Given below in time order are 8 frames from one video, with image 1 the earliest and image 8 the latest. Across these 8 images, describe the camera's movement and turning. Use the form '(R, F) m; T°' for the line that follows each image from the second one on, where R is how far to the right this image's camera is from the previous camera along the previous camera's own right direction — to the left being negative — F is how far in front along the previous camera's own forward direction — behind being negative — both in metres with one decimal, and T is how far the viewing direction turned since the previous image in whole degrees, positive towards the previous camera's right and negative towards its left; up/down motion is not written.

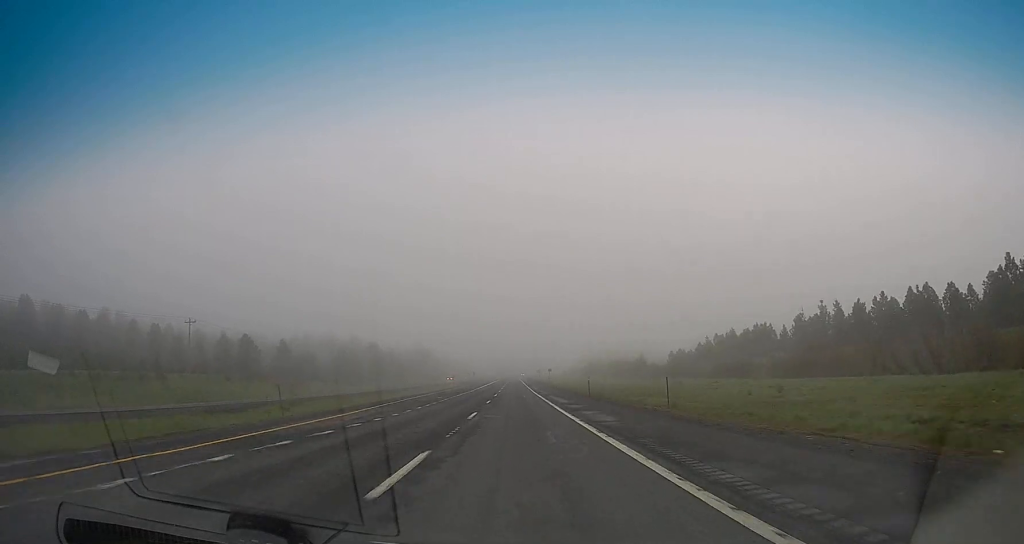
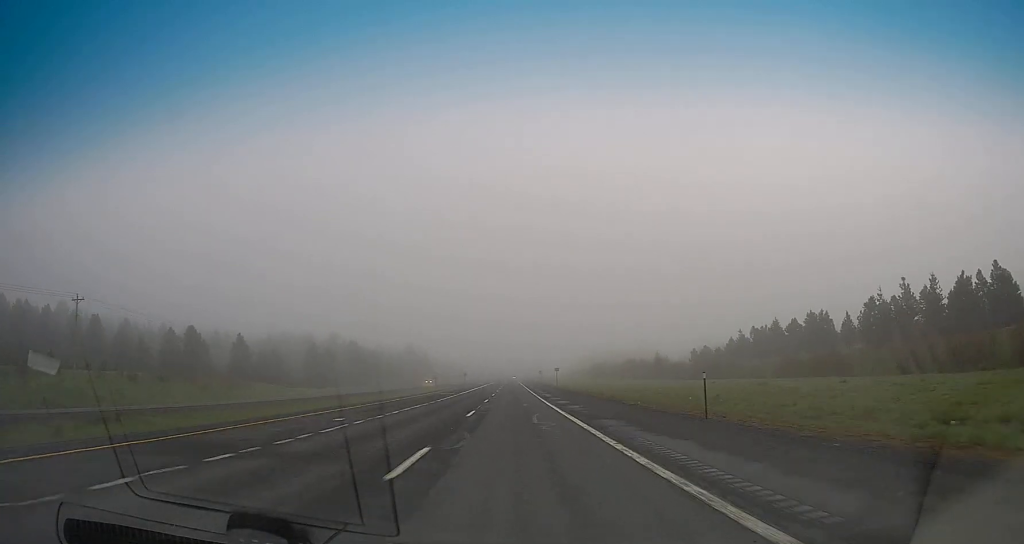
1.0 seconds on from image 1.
(-0.3, +30.2) m; 0°
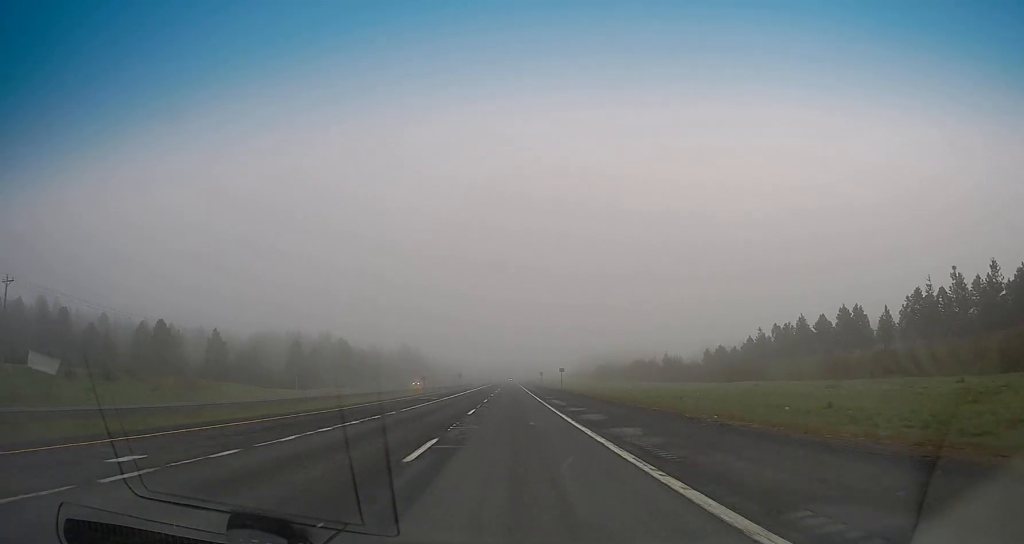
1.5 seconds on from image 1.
(-0.1, +14.6) m; 0°
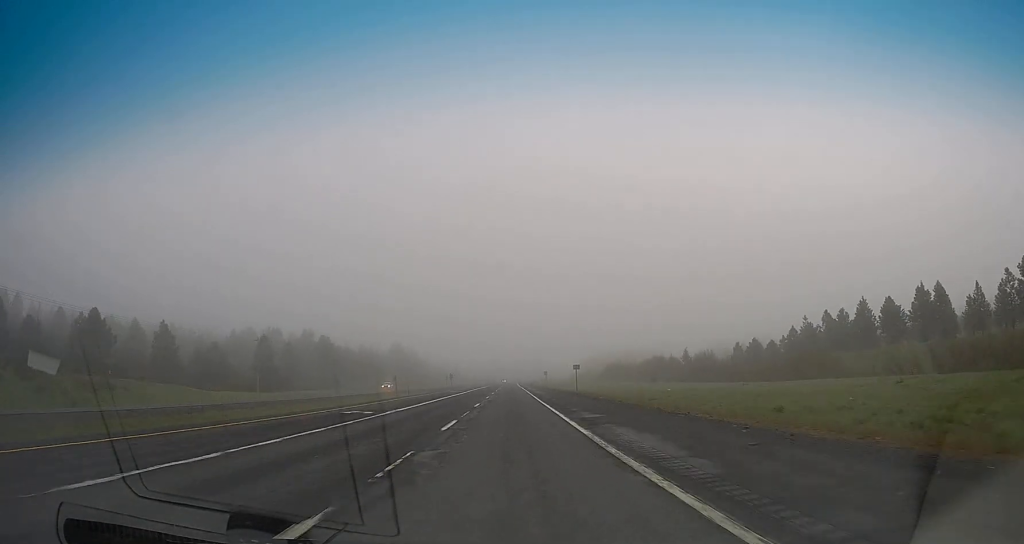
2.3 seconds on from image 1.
(+0.7, +22.4) m; 0°
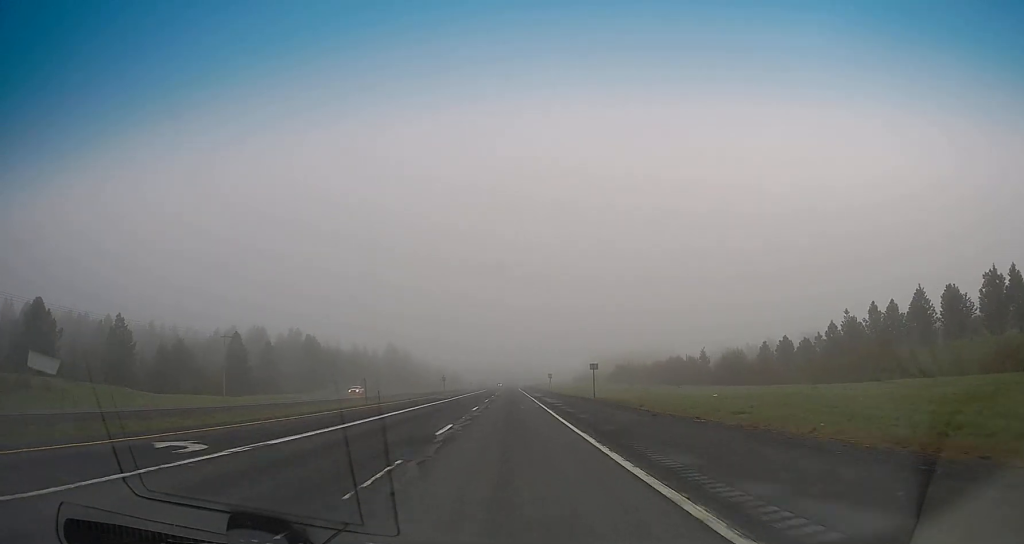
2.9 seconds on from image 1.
(-0.3, +16.6) m; 0°
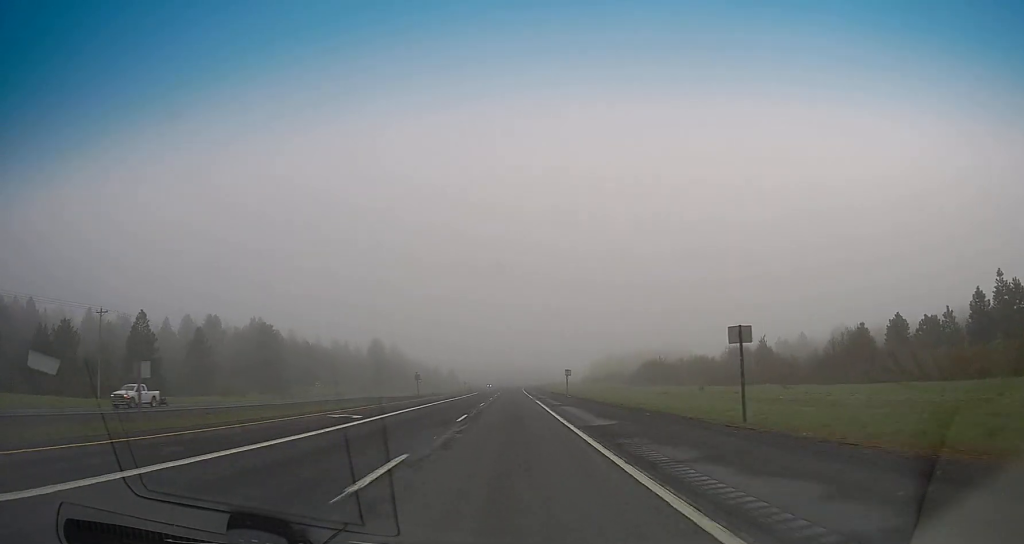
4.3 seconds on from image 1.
(+0.3, +40.7) m; 0°
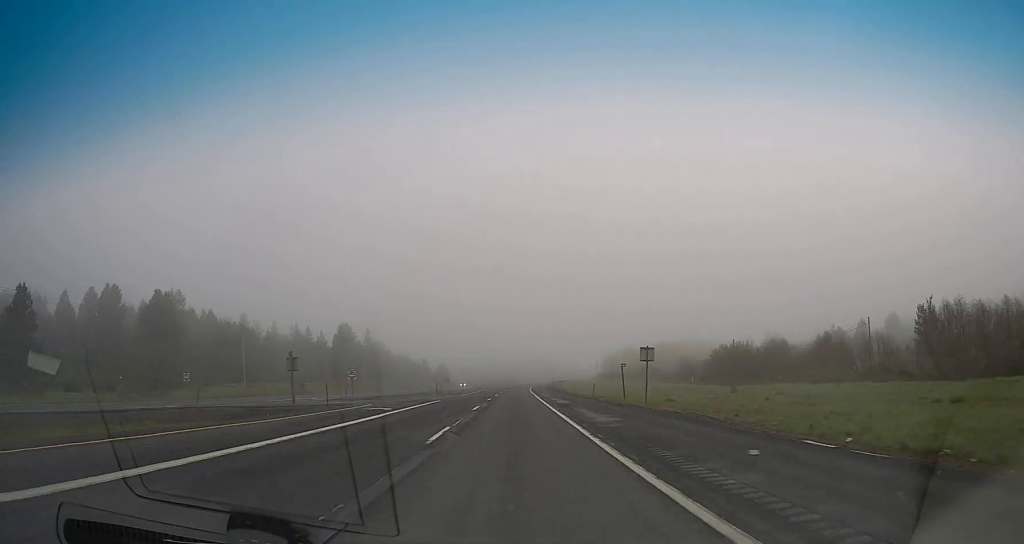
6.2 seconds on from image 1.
(0.0, +54.8) m; 0°
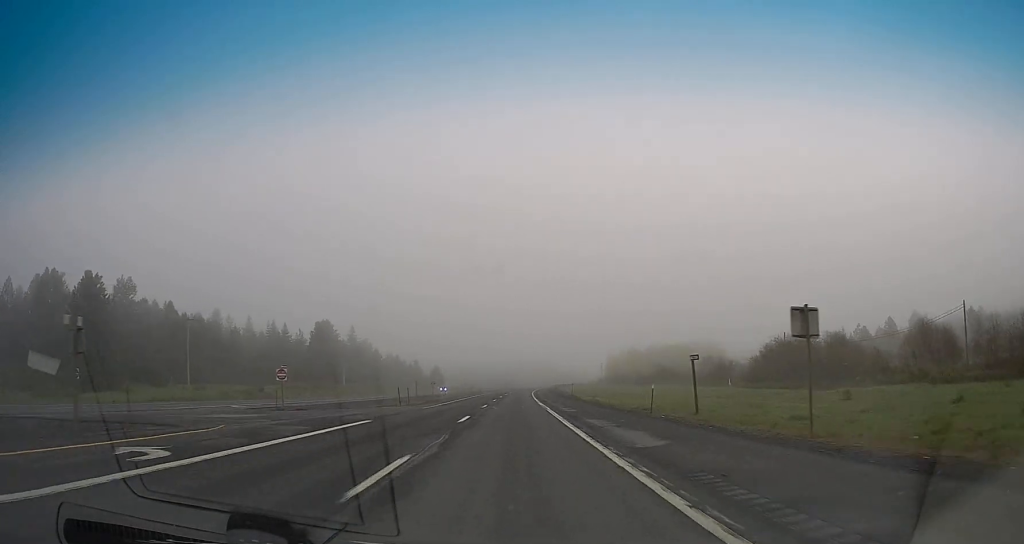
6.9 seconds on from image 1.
(-0.3, +22.2) m; 0°
